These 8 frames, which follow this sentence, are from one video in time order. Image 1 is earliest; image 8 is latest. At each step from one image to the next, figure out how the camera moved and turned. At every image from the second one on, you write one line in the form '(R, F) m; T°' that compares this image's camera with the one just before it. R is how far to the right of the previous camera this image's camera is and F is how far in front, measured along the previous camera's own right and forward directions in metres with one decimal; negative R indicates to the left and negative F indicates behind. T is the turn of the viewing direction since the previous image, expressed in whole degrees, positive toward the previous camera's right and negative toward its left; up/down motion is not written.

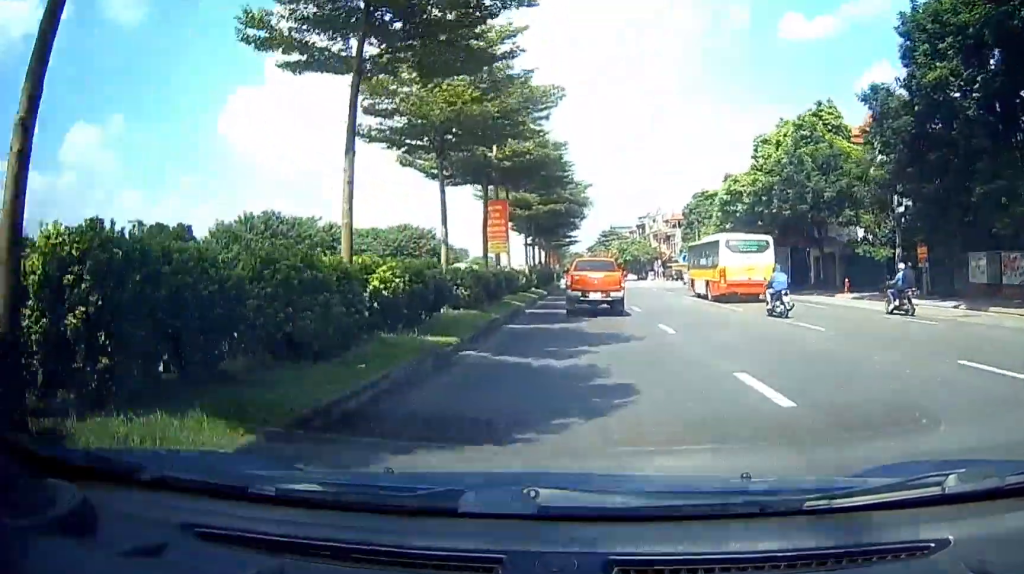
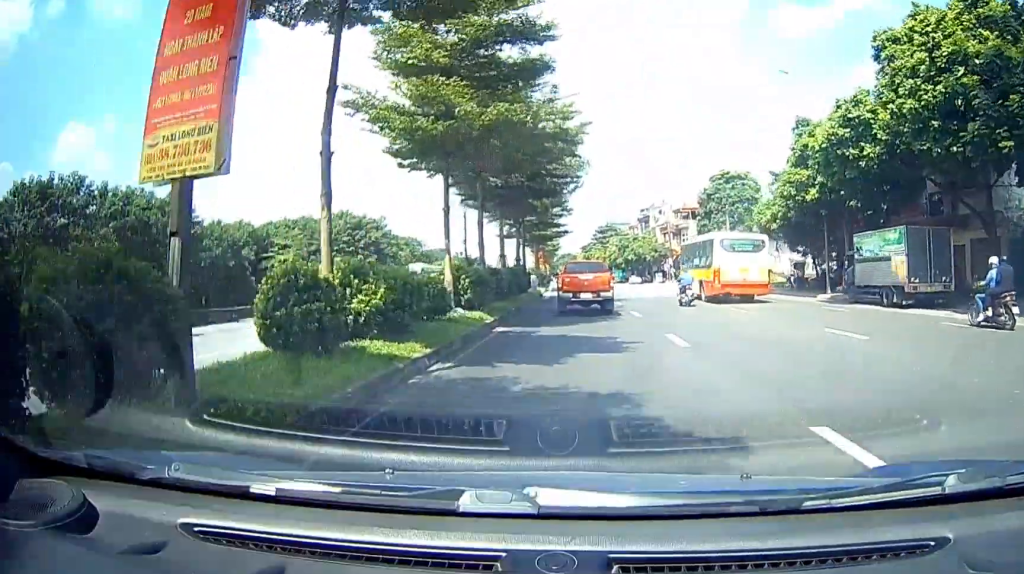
(+0.1, +19.5) m; 0°
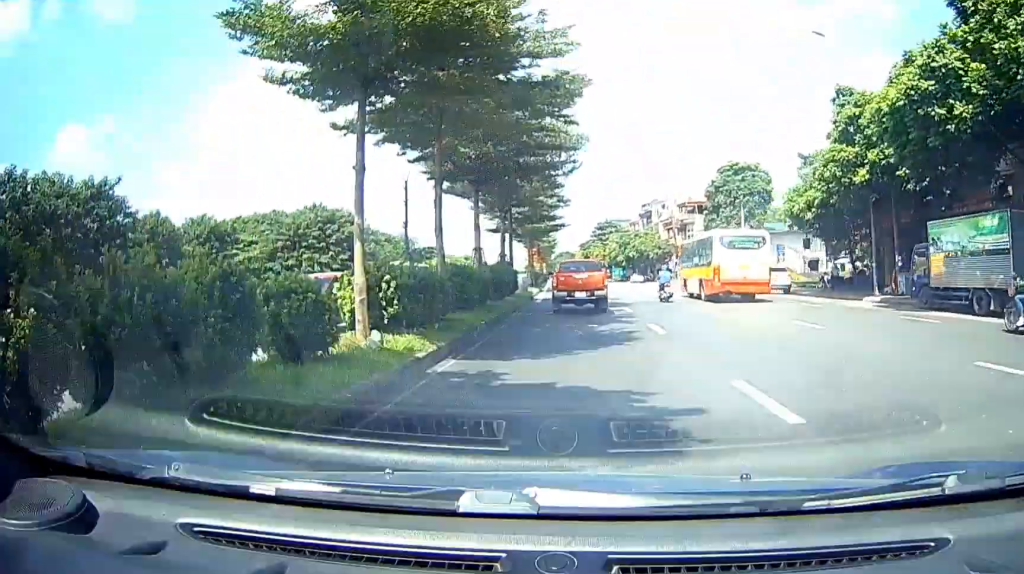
(0.0, +6.1) m; 0°
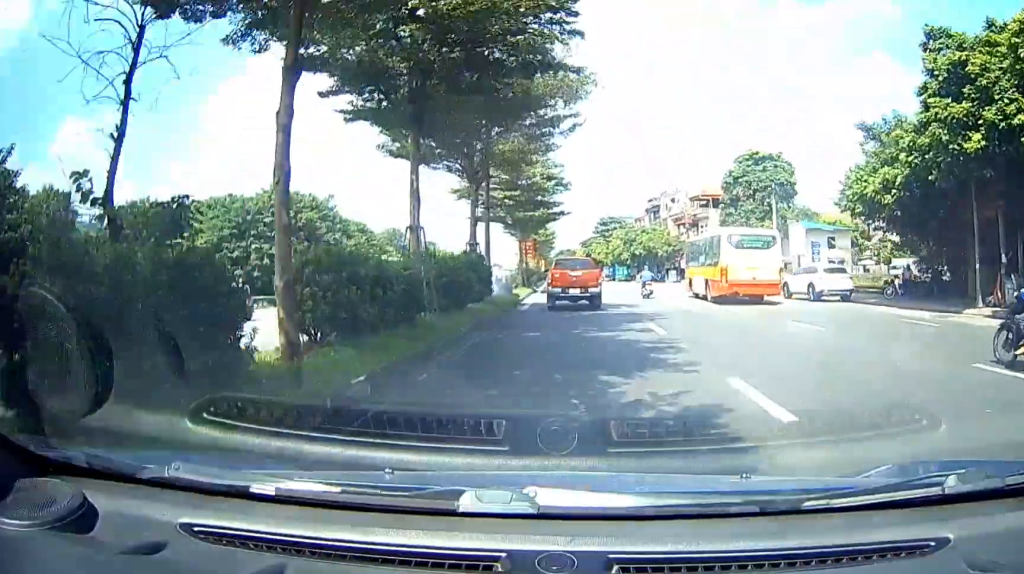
(0.0, +8.4) m; -1°
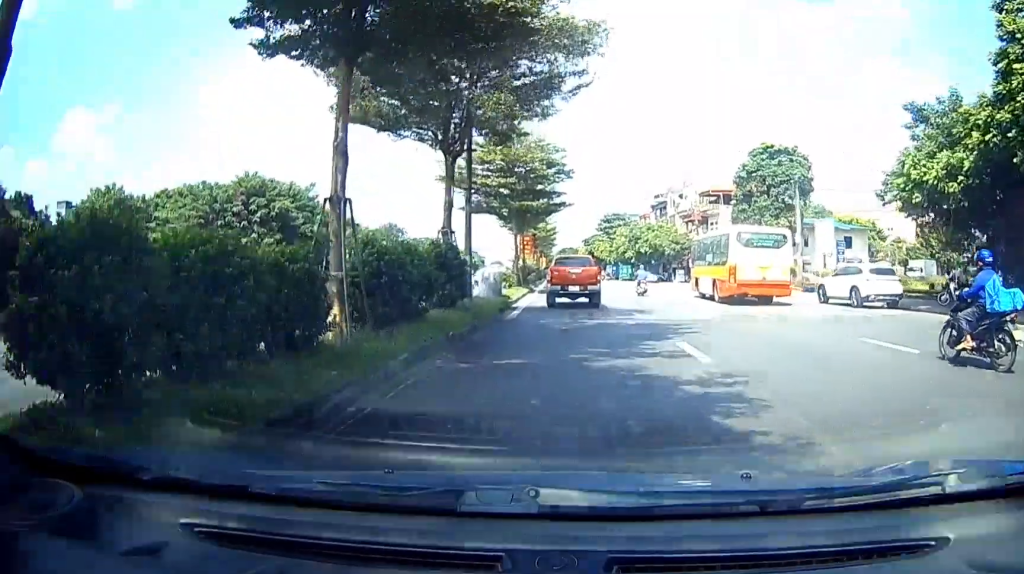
(+0.2, +4.4) m; -1°
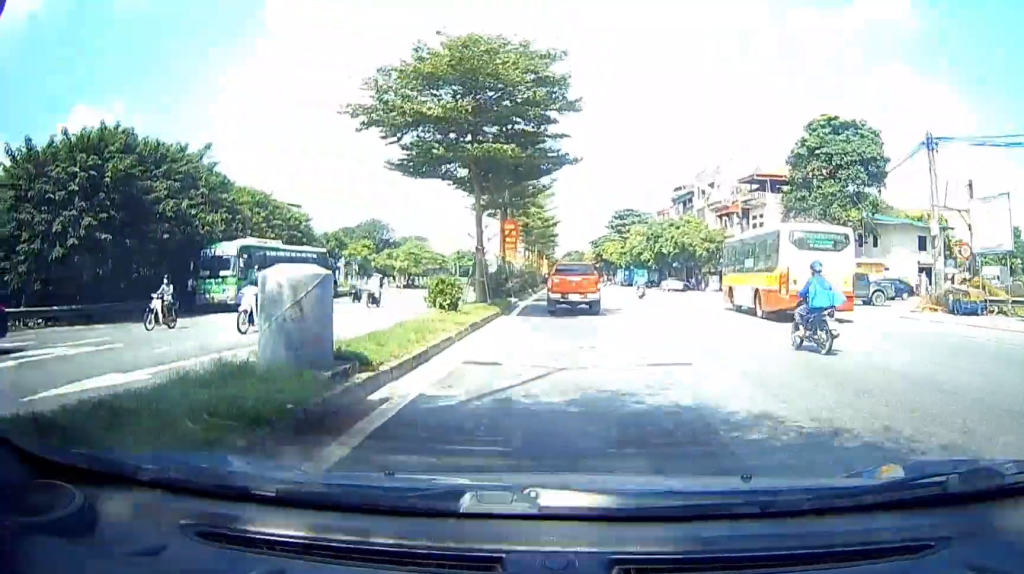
(-0.2, +16.0) m; +4°
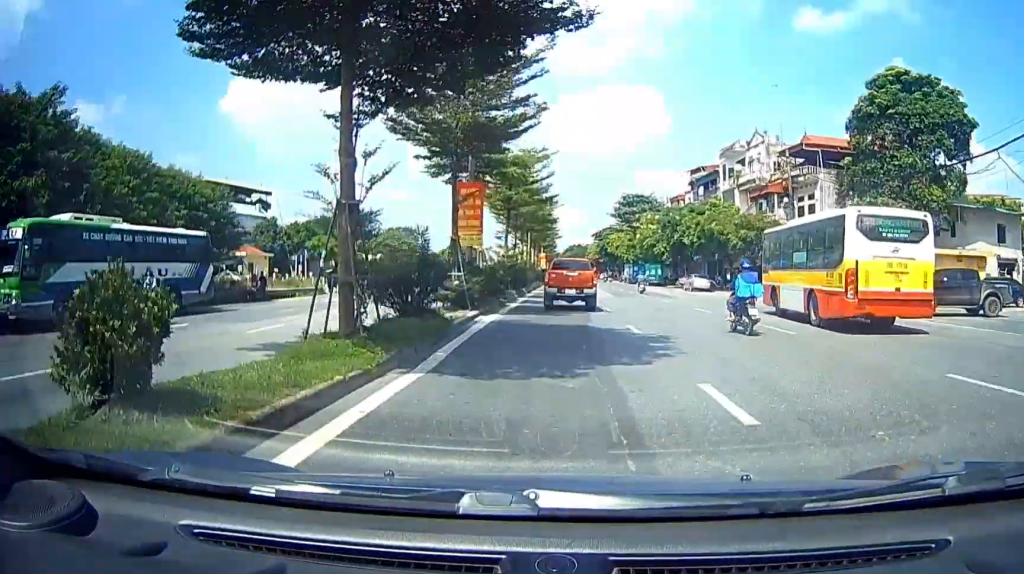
(+0.7, +12.1) m; +2°
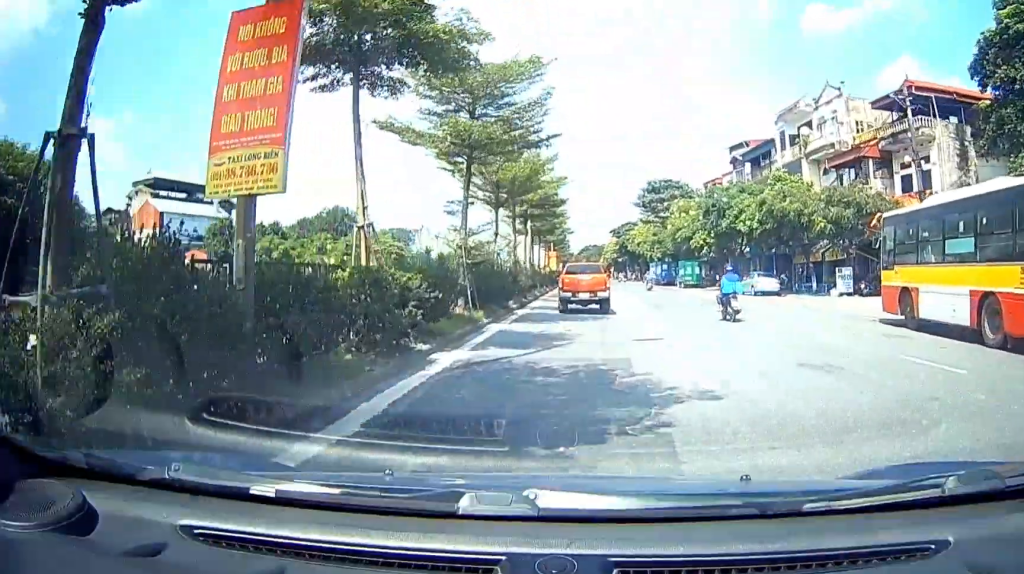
(-0.2, +14.3) m; -1°
